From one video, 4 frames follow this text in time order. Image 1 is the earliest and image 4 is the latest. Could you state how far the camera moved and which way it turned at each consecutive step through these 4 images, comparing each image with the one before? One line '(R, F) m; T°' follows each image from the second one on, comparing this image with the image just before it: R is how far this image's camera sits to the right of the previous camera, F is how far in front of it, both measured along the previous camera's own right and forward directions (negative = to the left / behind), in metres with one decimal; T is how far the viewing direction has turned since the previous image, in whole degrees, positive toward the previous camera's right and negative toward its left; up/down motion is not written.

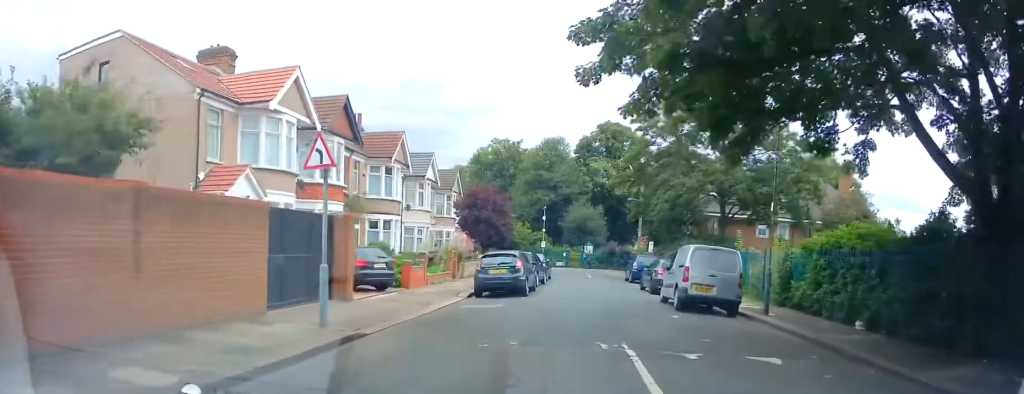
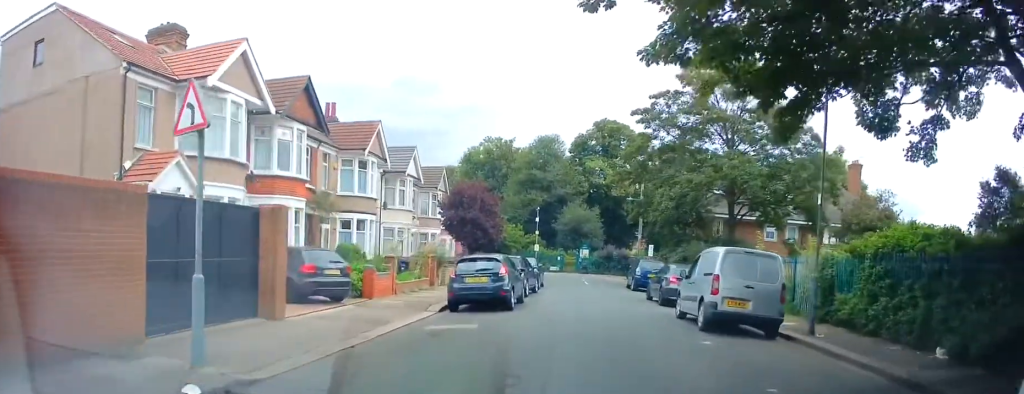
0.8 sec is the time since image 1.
(-0.1, +3.5) m; +1°
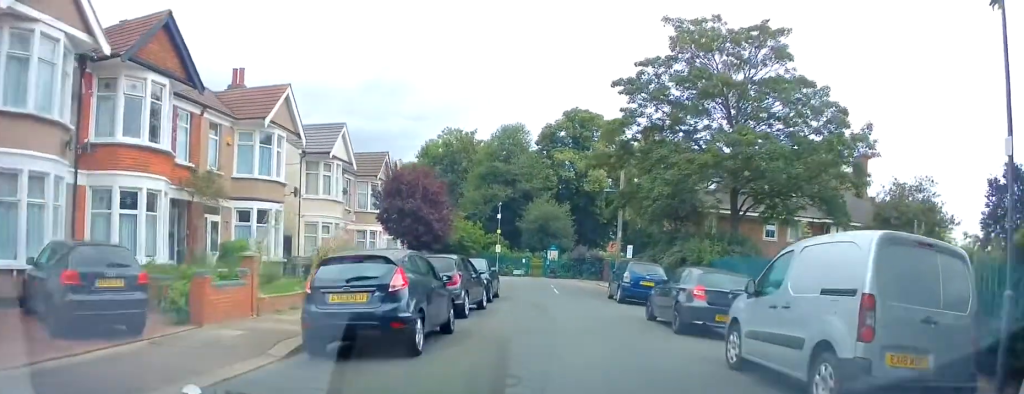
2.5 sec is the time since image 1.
(0.0, +7.2) m; 0°
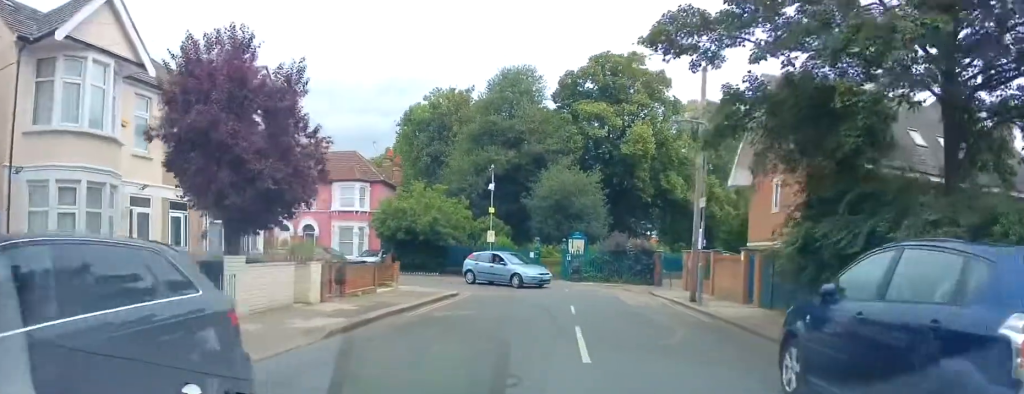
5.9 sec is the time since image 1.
(0.0, +17.6) m; -7°
